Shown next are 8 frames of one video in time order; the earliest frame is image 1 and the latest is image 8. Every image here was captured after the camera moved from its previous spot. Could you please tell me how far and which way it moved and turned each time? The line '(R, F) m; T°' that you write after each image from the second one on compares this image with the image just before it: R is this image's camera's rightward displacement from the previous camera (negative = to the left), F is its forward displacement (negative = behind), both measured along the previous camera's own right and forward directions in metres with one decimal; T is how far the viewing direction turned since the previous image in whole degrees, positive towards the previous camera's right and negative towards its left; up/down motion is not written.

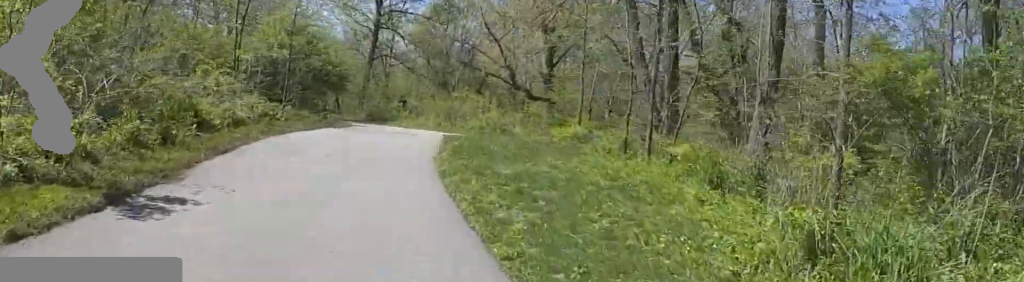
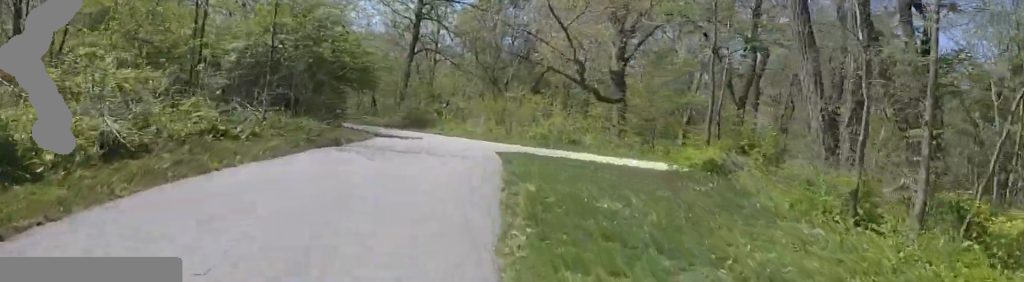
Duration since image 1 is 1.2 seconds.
(+0.5, +5.3) m; +4°
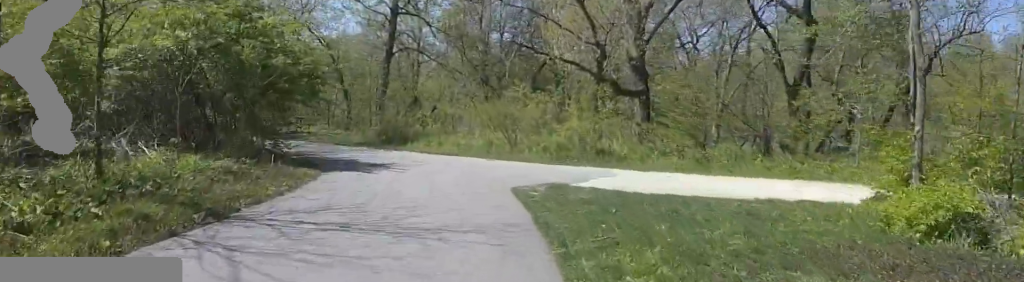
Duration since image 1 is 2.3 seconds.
(-0.2, +5.2) m; -8°
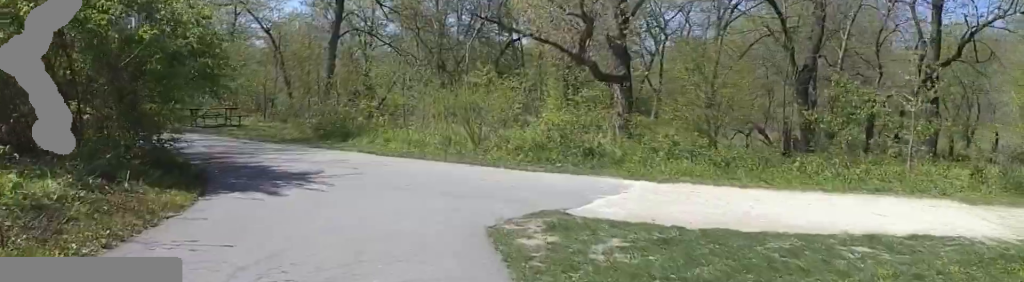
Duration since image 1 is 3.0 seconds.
(-0.2, +3.4) m; -8°
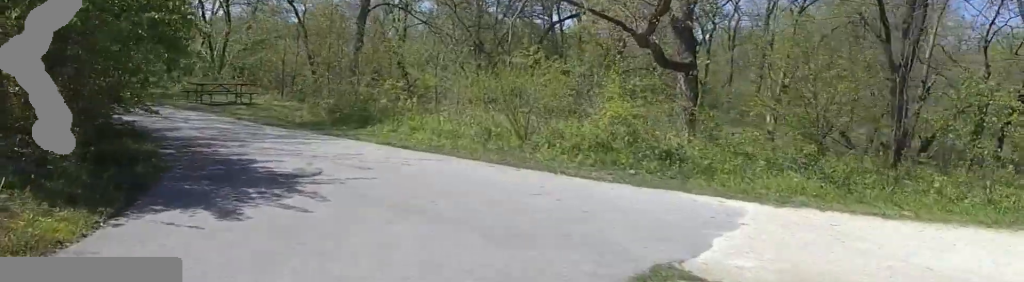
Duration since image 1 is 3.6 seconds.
(0.0, +2.6) m; -5°
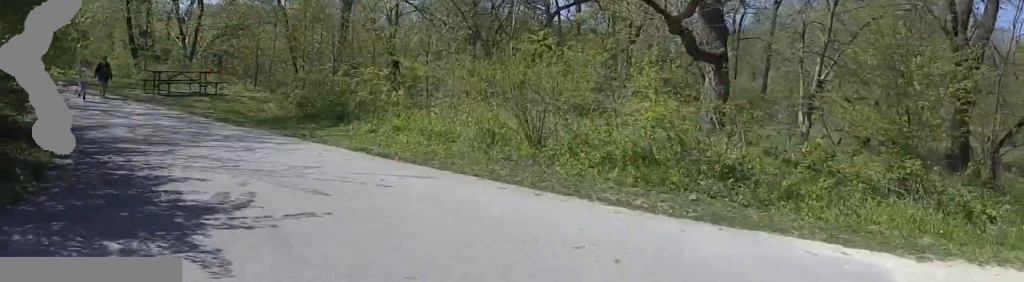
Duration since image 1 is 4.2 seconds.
(-0.4, +2.5) m; 0°
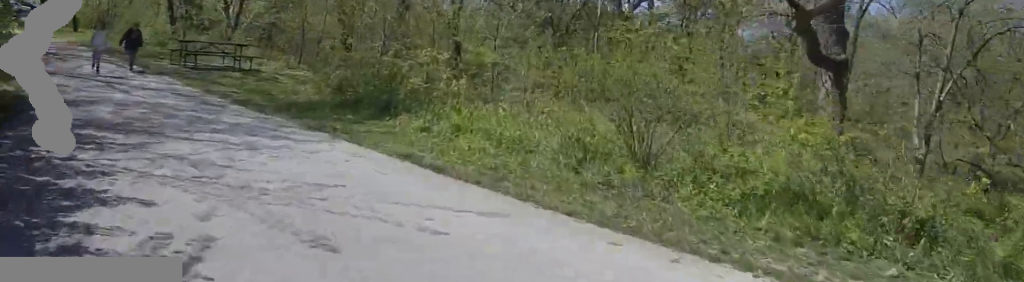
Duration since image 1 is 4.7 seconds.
(-0.1, +2.4) m; 0°
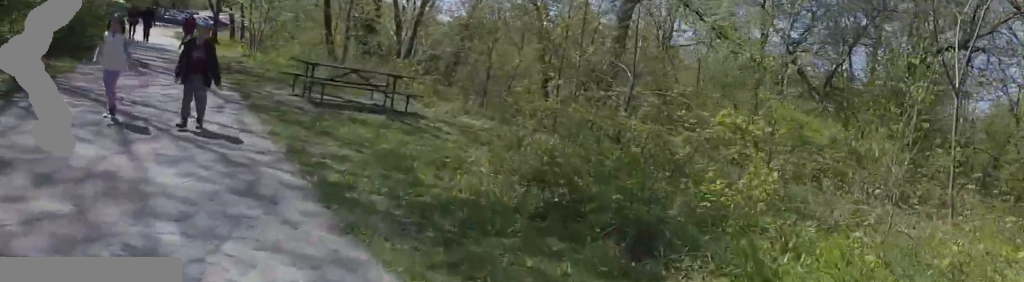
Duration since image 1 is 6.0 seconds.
(+0.2, +5.9) m; 0°
